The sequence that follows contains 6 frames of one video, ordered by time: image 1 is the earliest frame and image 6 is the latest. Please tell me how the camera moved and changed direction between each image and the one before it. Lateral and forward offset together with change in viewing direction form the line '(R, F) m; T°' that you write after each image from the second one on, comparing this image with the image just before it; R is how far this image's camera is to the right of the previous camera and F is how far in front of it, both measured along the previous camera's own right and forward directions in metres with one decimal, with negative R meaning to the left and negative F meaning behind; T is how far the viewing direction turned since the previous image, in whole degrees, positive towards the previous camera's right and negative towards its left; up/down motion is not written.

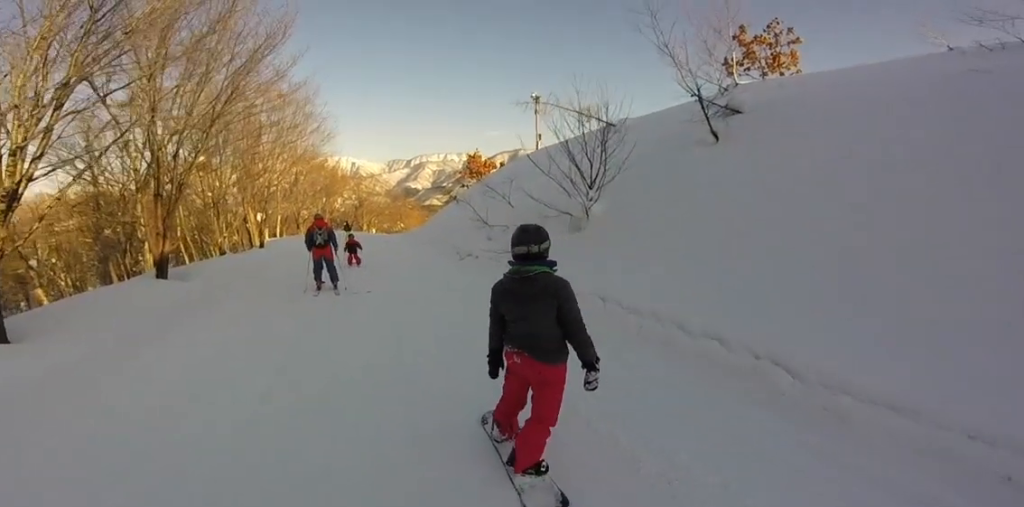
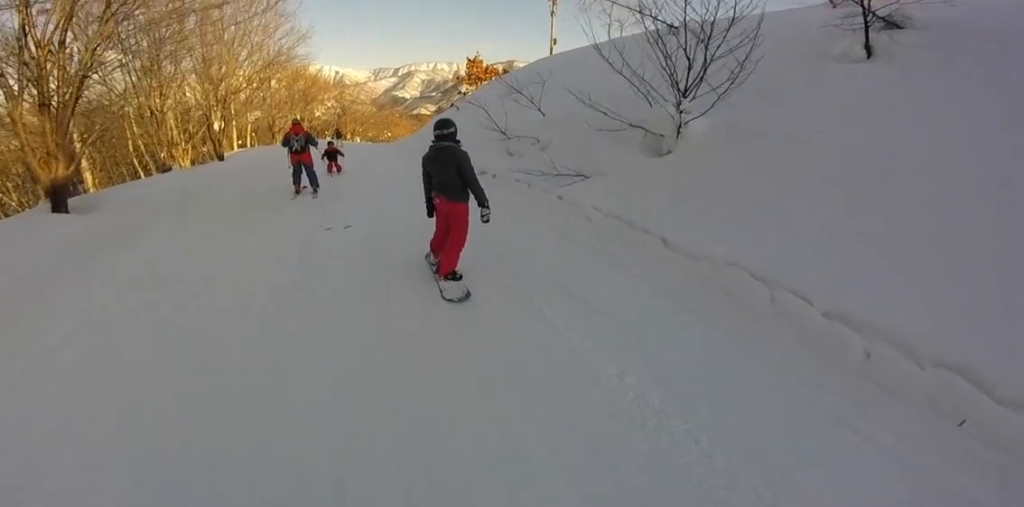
(-0.2, +3.2) m; -4°
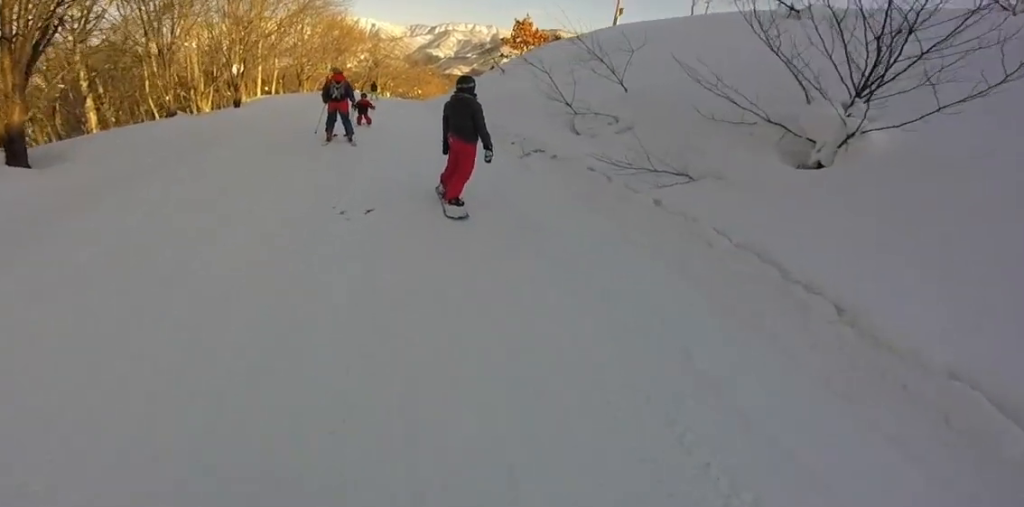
(0.0, +1.9) m; 0°
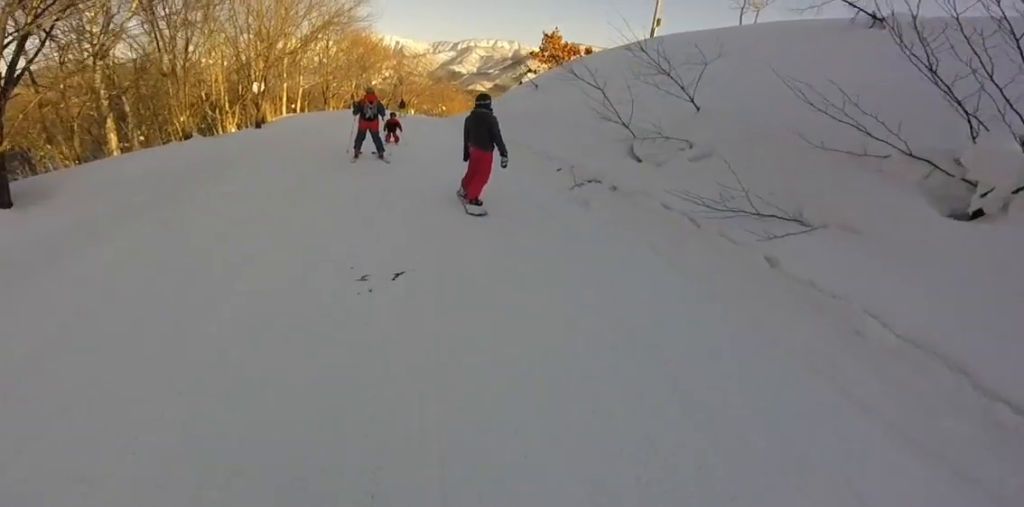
(0.0, +1.4) m; 0°
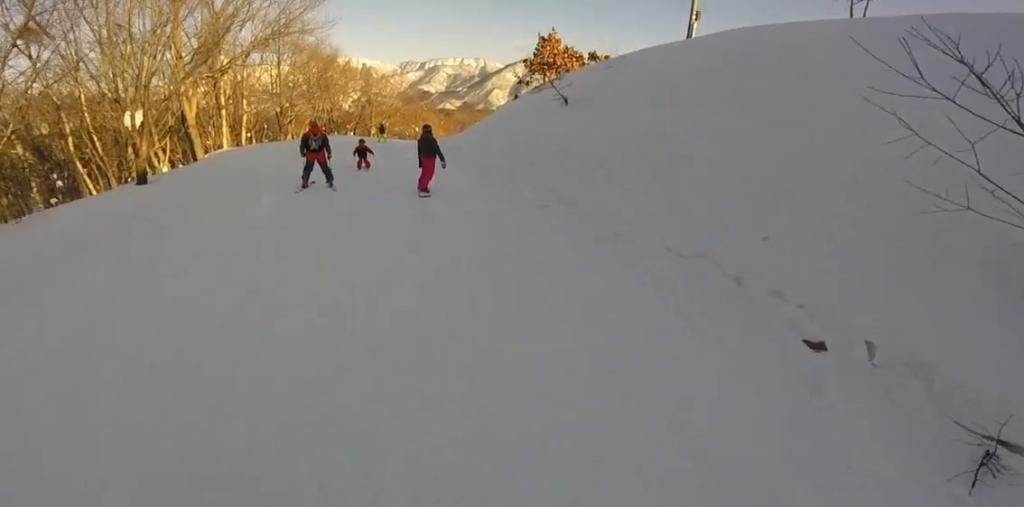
(0.0, +6.9) m; 0°
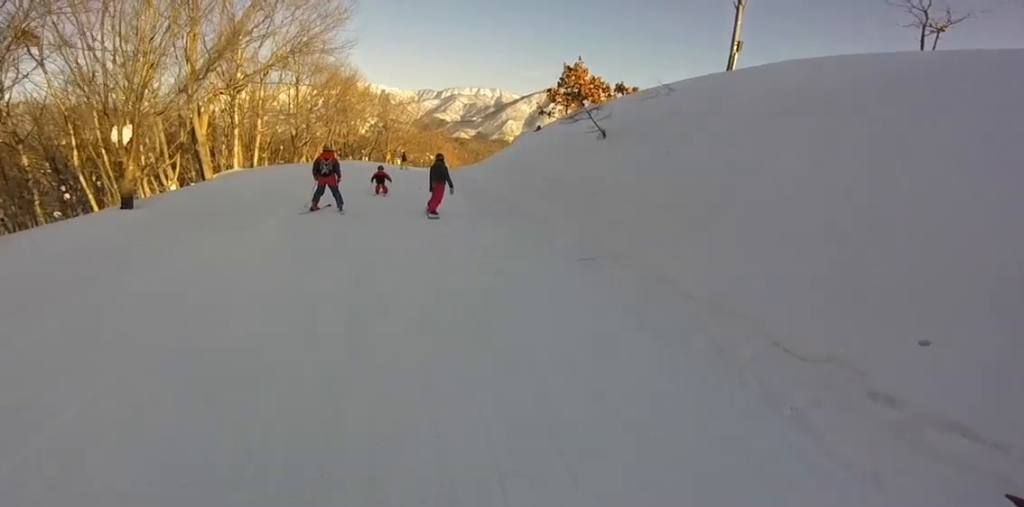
(0.0, +1.6) m; 0°
